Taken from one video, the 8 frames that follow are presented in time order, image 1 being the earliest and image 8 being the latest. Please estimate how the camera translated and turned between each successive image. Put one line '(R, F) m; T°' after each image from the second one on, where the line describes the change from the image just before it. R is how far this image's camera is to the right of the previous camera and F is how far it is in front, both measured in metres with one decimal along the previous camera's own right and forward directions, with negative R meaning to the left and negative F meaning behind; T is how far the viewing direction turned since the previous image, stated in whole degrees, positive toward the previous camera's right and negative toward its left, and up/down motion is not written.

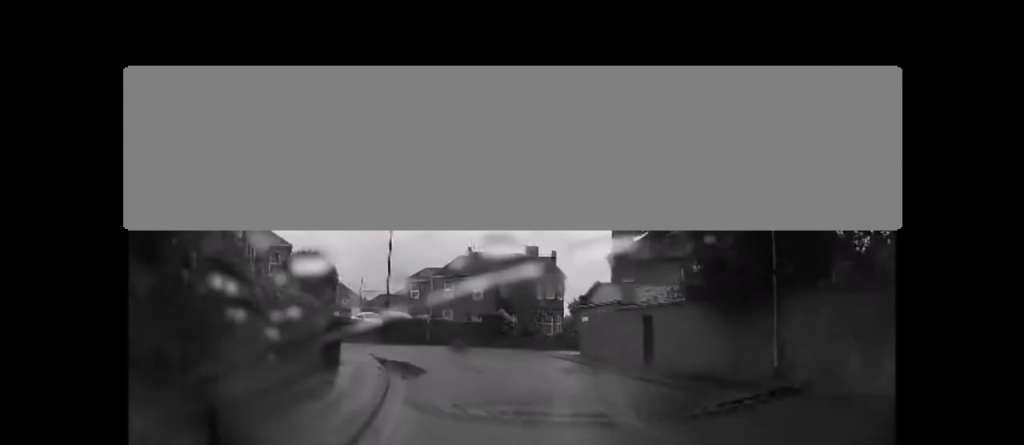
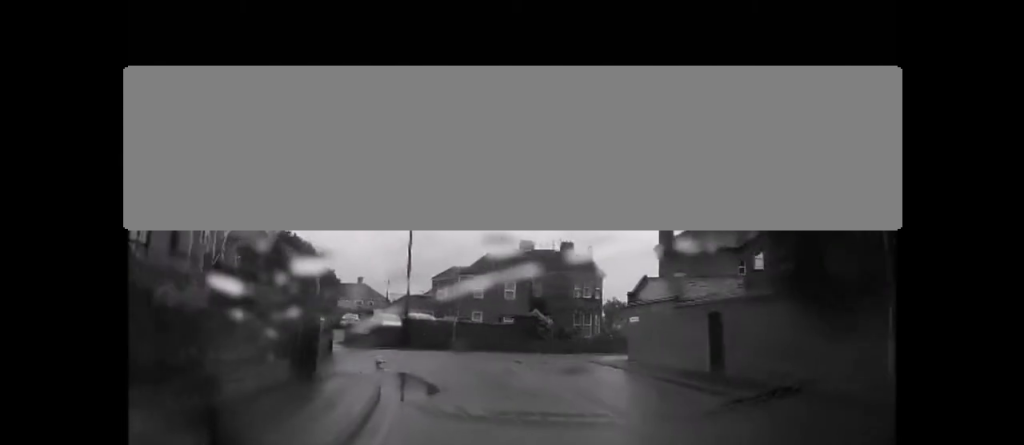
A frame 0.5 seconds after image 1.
(+0.1, +3.8) m; -3°
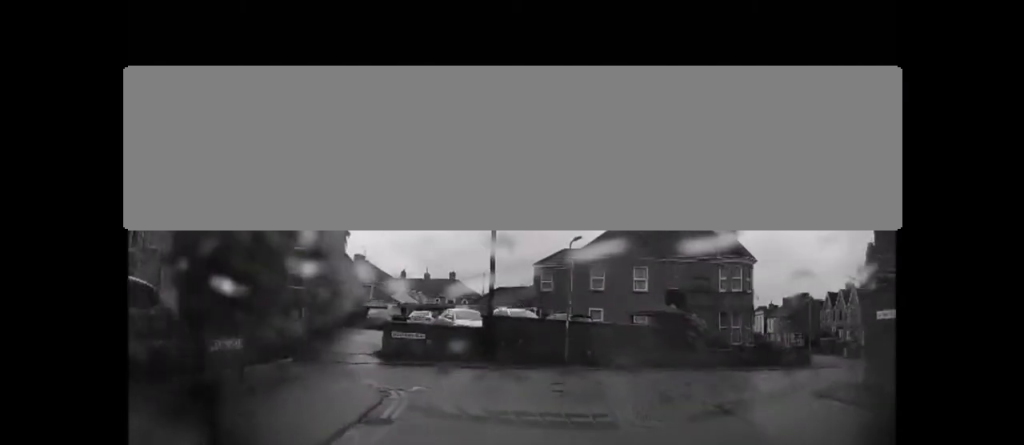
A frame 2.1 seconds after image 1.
(-1.1, +11.9) m; -6°
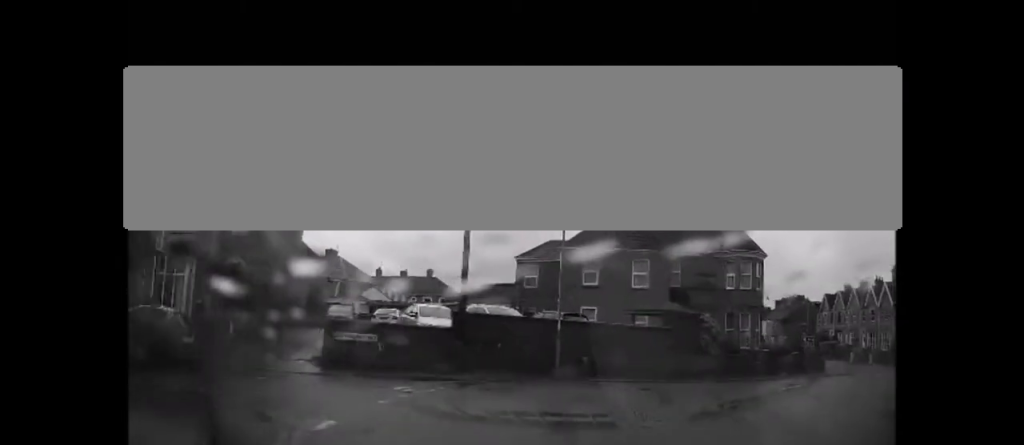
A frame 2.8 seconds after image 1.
(0.0, +4.4) m; +2°
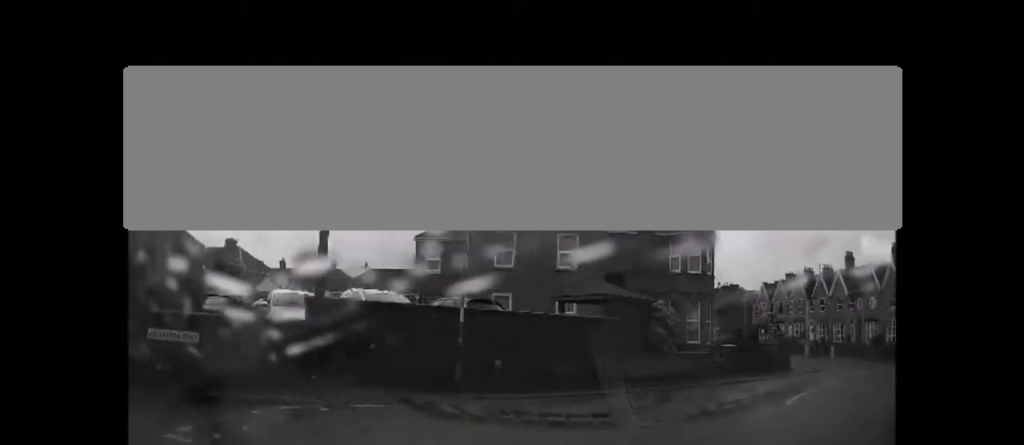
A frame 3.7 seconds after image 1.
(0.0, +5.5) m; +11°
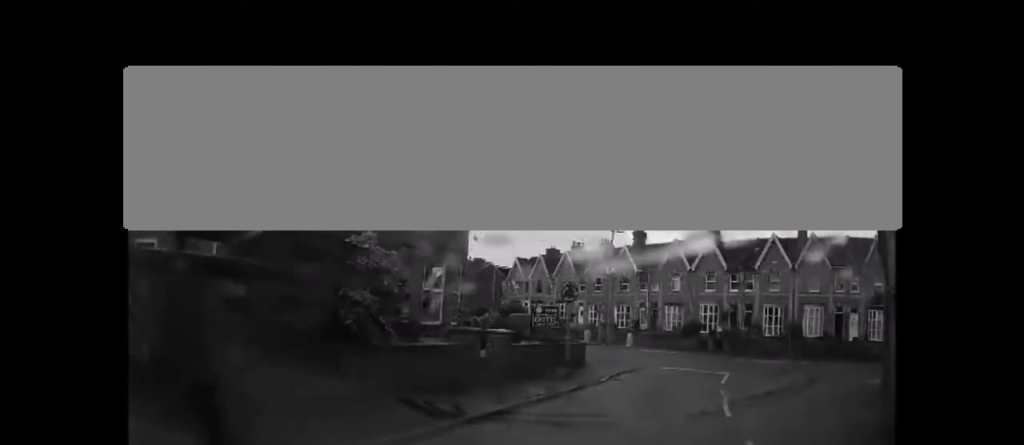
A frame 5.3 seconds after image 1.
(+3.1, +8.4) m; +35°
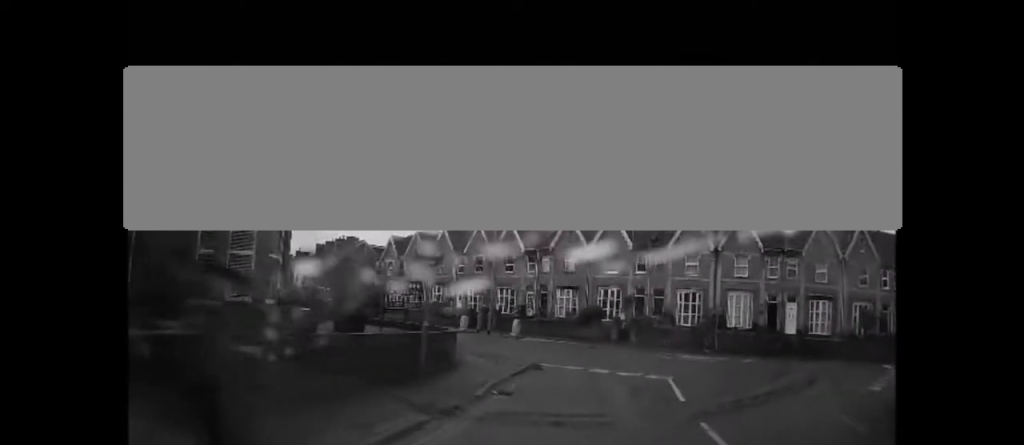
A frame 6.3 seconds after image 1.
(+0.5, +5.1) m; +6°
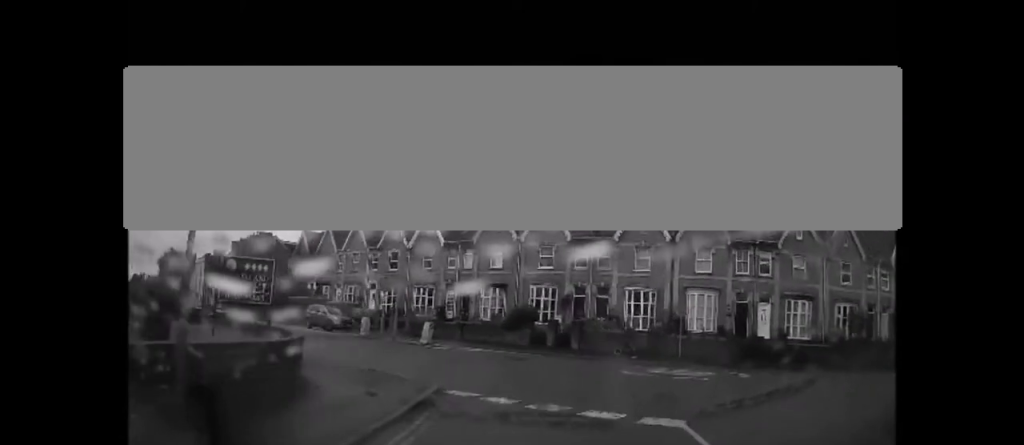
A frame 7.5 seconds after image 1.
(0.0, +5.1) m; -1°
